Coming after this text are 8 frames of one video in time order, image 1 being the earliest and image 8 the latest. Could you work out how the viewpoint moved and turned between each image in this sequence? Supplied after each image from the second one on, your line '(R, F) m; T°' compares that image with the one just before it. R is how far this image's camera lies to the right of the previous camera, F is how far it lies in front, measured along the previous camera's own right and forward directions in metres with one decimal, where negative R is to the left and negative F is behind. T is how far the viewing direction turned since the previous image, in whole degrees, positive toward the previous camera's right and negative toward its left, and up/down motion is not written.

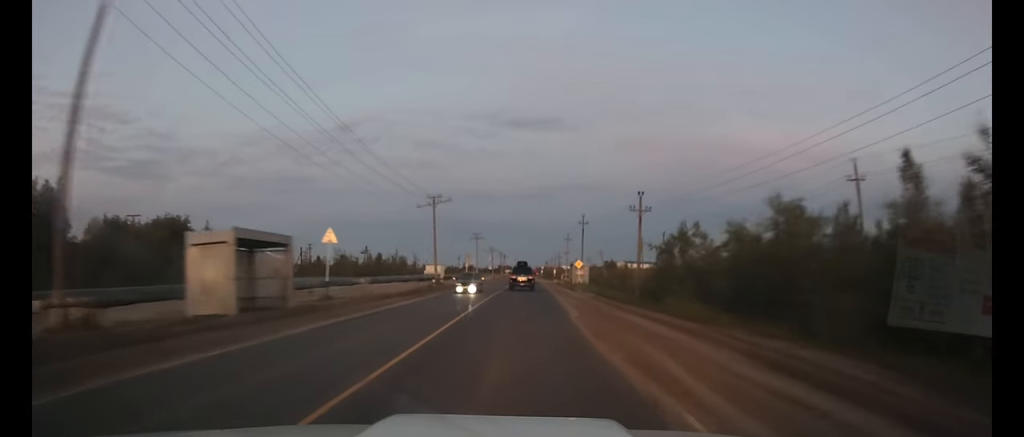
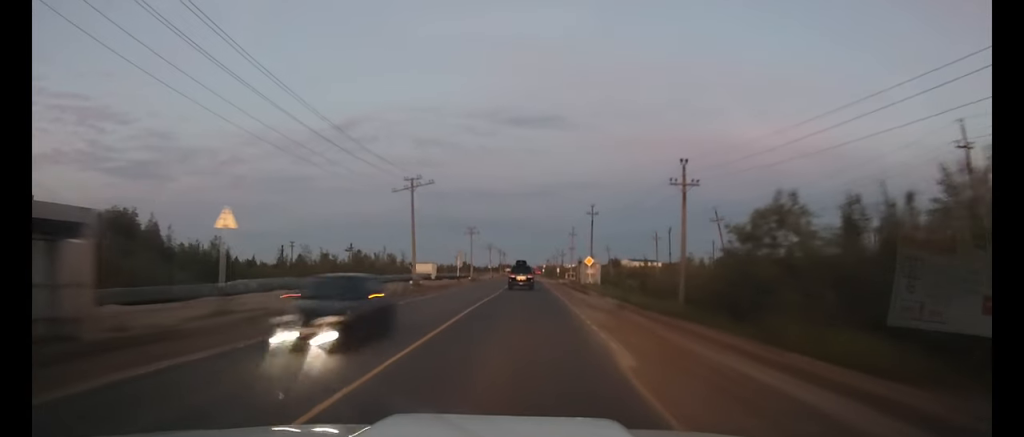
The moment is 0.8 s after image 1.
(0.0, +10.9) m; 0°
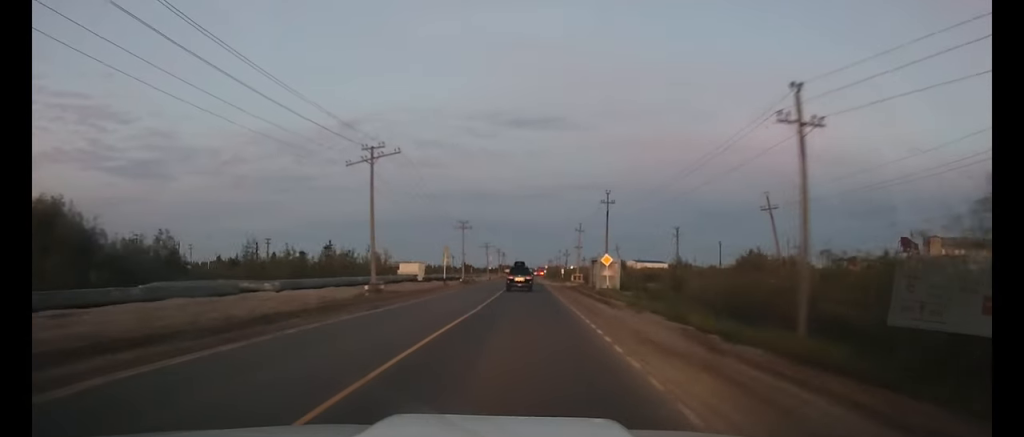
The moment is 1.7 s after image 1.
(0.0, +12.4) m; 0°
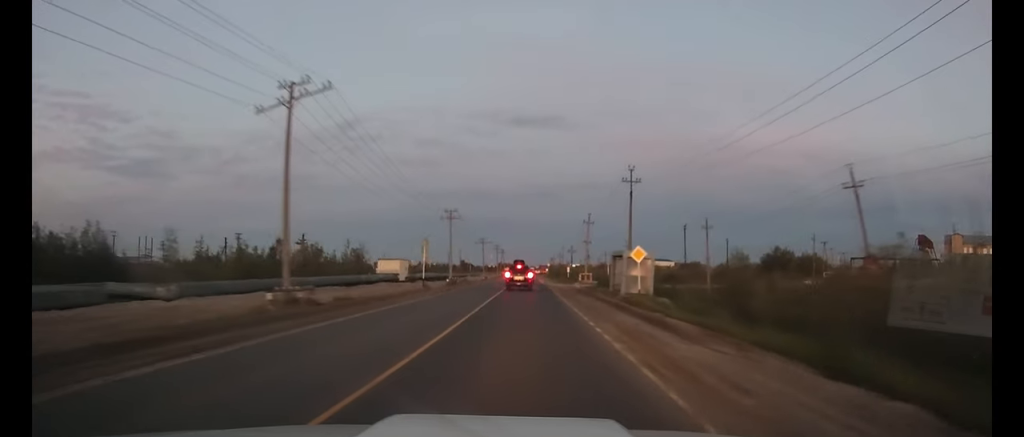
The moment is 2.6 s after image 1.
(0.0, +12.4) m; 0°
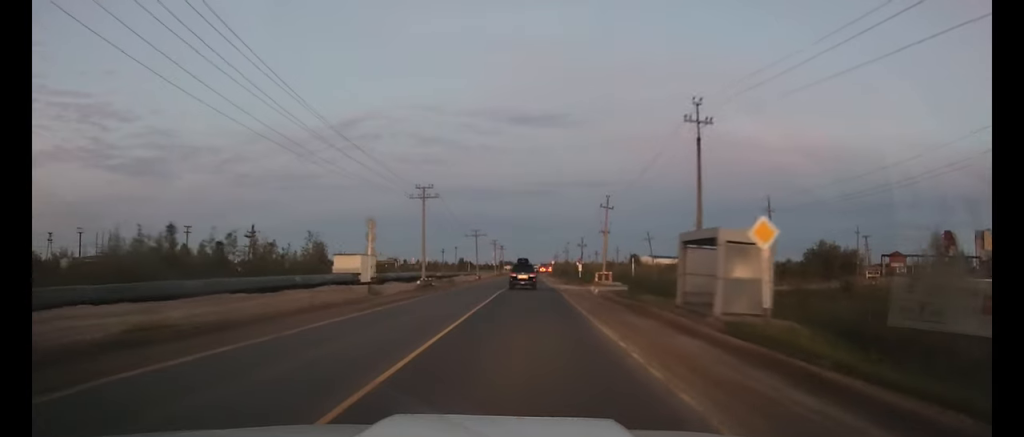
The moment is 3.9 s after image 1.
(0.0, +16.9) m; 0°
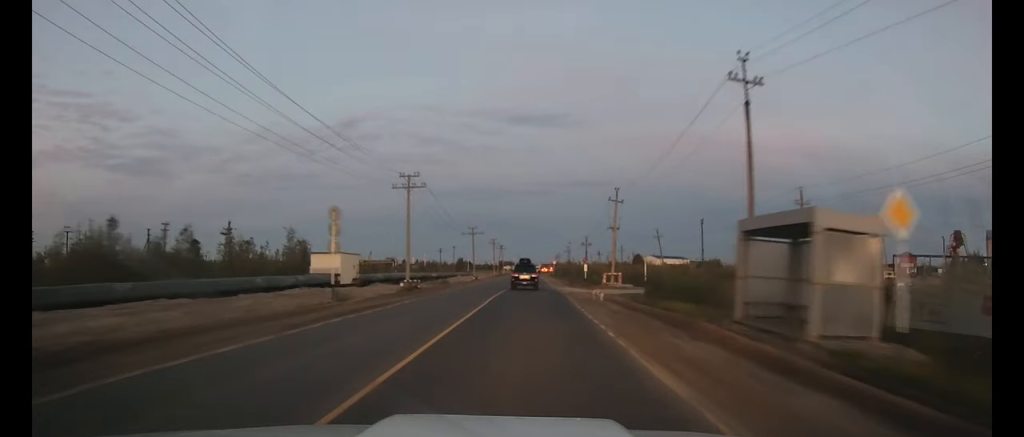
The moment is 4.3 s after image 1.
(0.0, +6.0) m; 0°
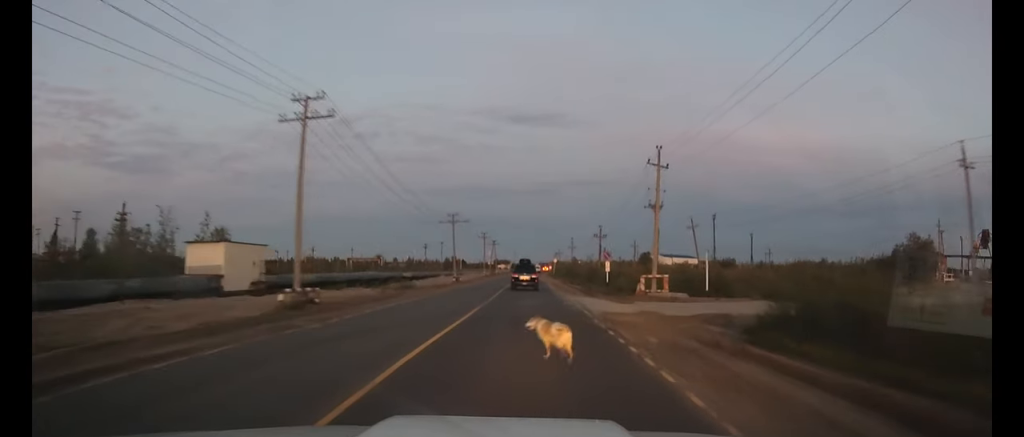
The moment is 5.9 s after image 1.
(+0.1, +17.7) m; +1°
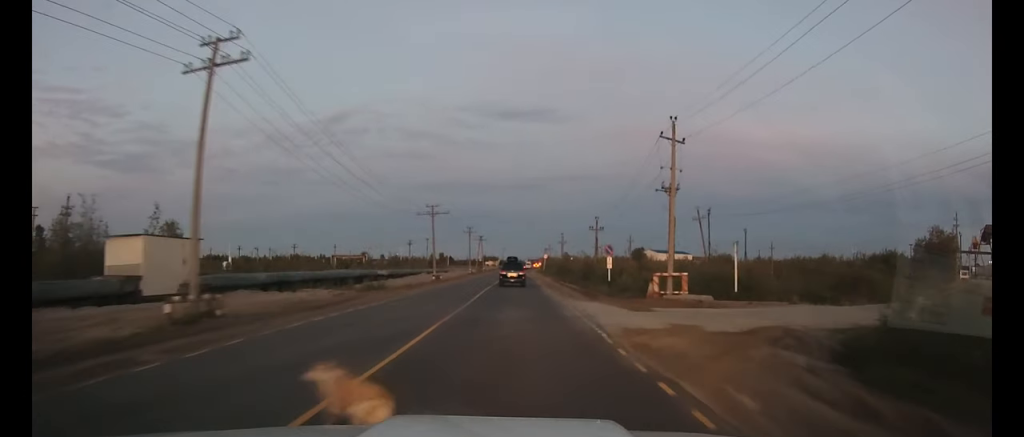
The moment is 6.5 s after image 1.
(+0.1, +6.8) m; 0°
